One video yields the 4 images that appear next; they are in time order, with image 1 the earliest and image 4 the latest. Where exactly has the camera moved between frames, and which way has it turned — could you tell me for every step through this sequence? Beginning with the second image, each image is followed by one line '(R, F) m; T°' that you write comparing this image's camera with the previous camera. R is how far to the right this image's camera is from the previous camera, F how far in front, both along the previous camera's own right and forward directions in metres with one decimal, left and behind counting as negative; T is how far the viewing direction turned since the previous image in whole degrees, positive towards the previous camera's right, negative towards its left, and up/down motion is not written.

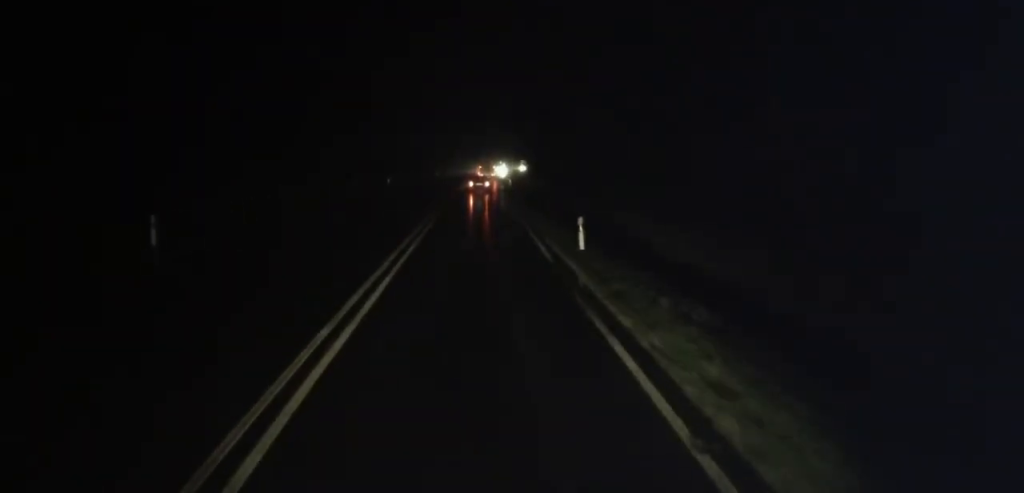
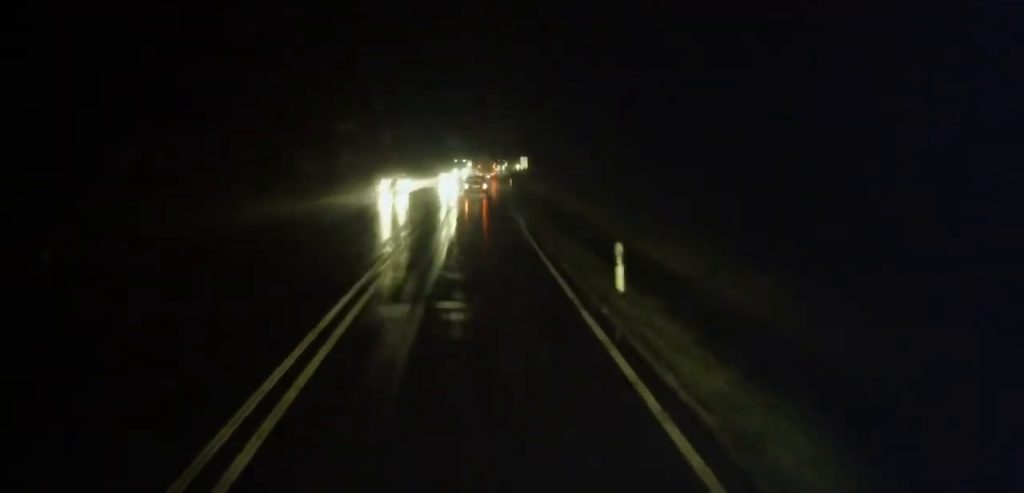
(-0.5, +56.1) m; -1°
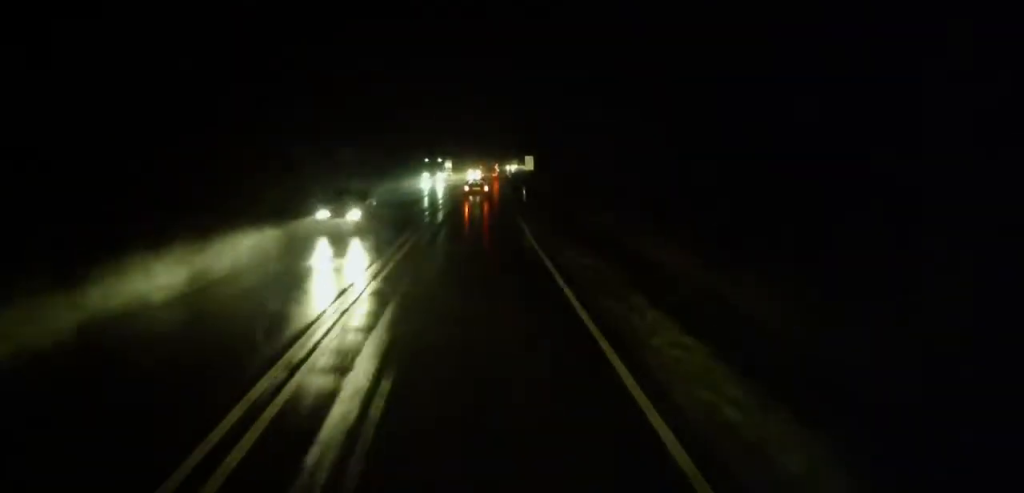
(+0.6, +22.3) m; +2°
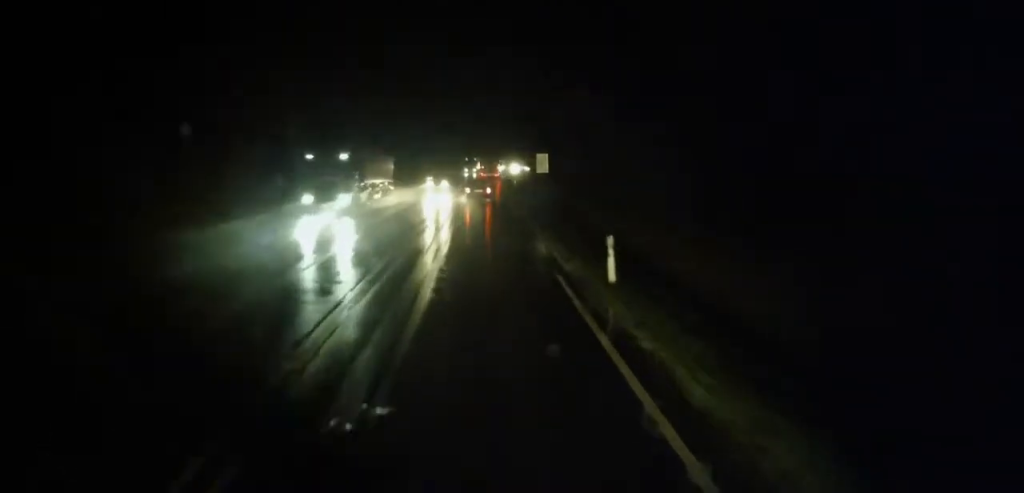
(0.0, +26.7) m; 0°
